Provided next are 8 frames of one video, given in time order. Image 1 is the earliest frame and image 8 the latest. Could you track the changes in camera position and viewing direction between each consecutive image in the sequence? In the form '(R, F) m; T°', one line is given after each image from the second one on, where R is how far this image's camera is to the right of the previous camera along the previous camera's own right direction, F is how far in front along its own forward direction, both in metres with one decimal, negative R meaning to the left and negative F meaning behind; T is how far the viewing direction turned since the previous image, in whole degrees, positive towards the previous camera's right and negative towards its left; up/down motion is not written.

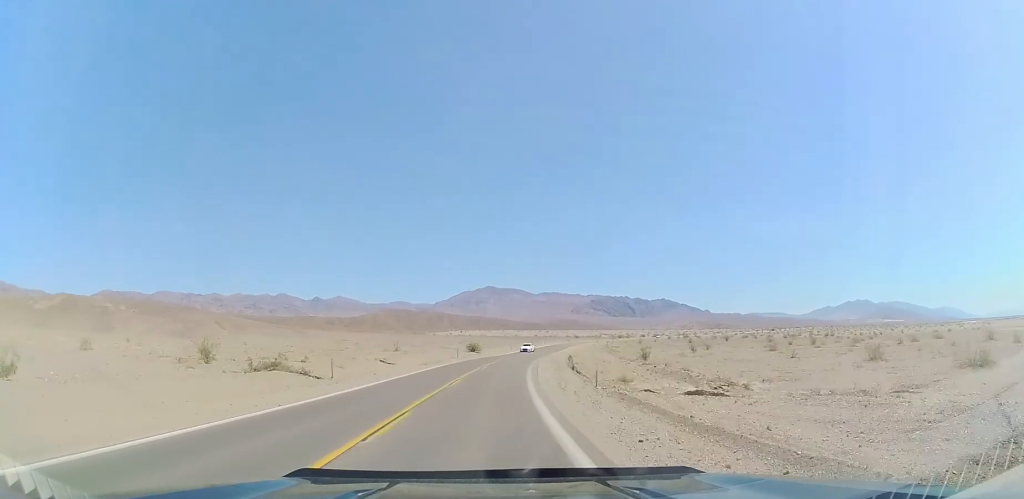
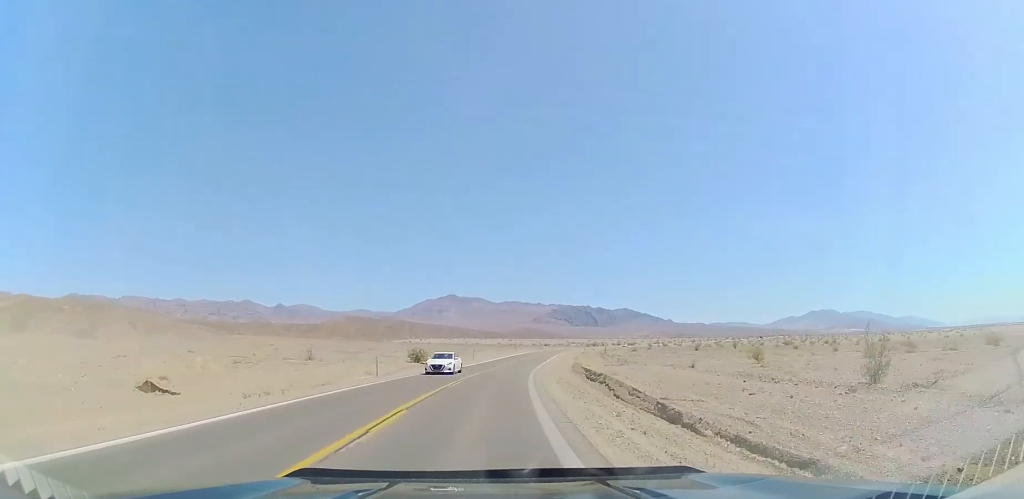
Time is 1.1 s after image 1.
(+0.4, +29.0) m; +3°
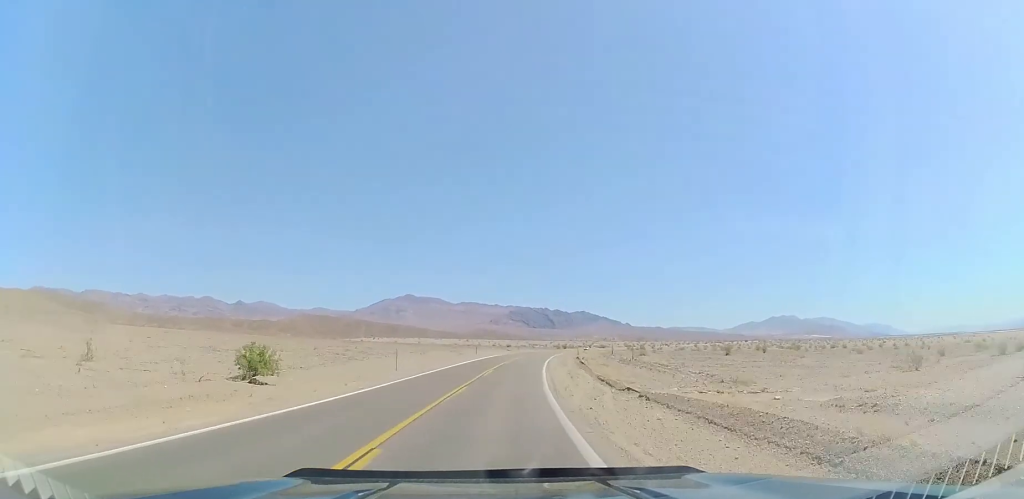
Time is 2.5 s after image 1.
(+1.9, +34.3) m; +5°
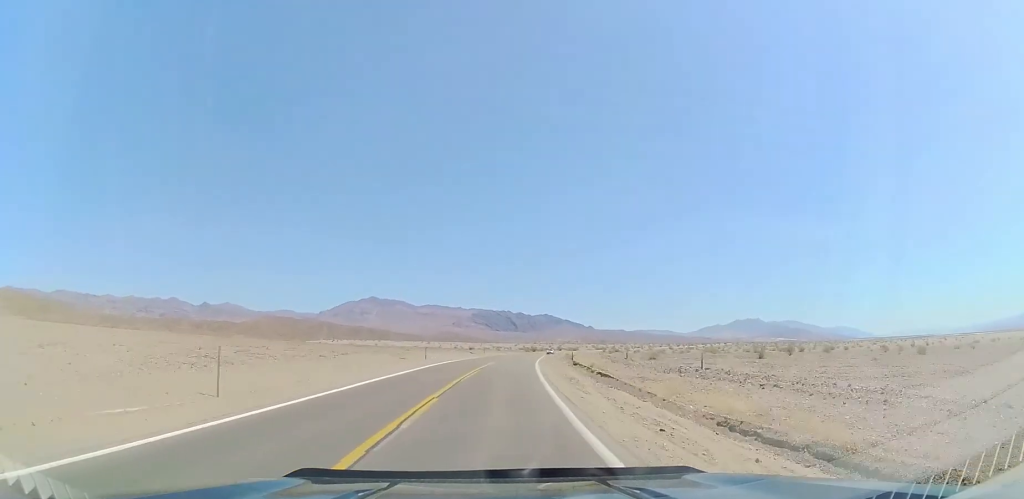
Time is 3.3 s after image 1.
(+0.5, +21.6) m; +3°
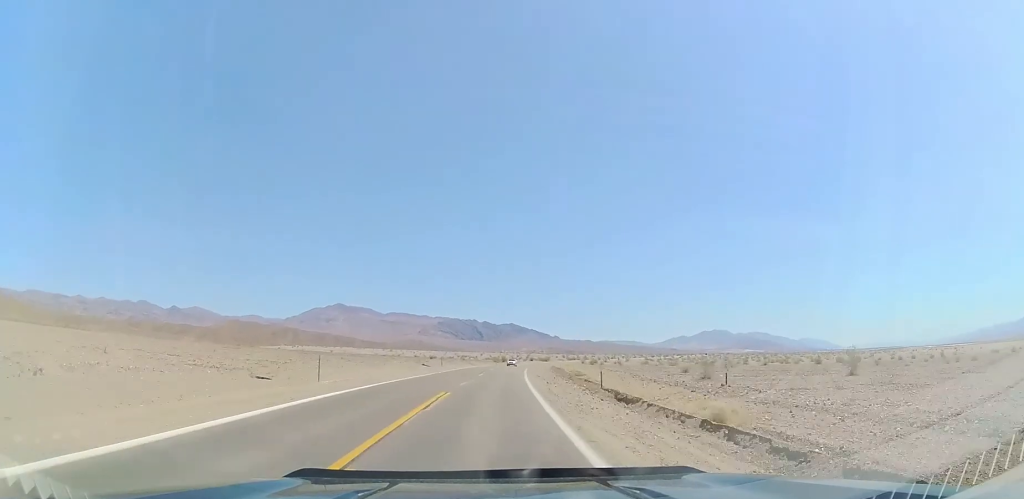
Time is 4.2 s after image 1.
(+0.8, +24.2) m; +4°
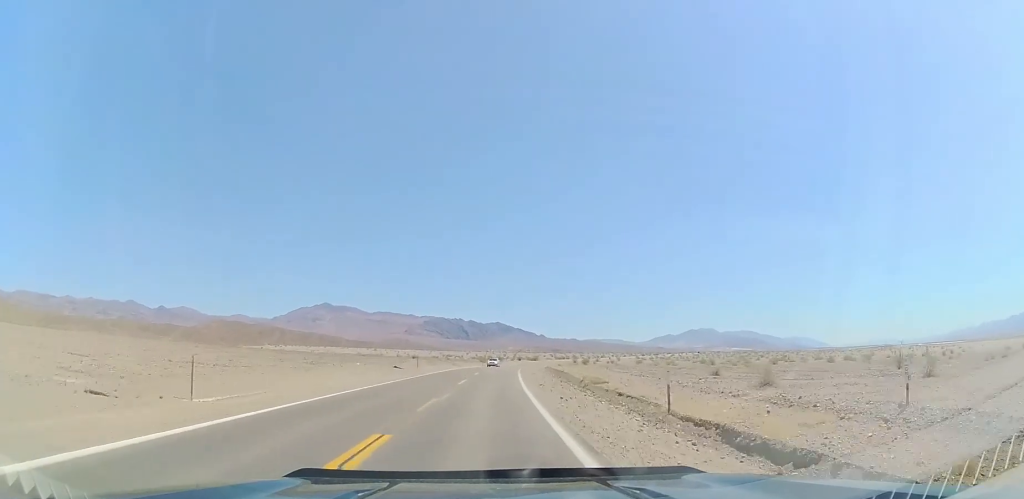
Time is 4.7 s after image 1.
(+0.2, +11.2) m; +2°
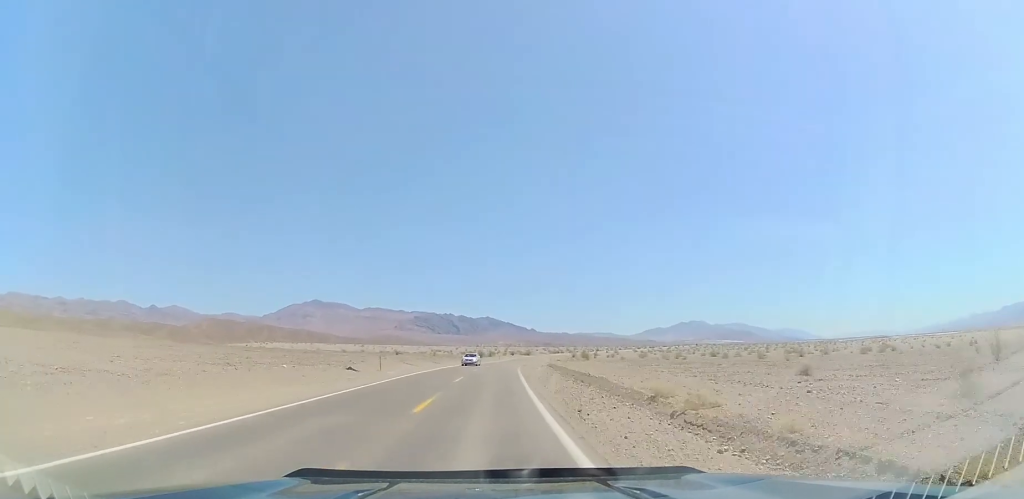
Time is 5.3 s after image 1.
(+0.3, +15.5) m; +2°
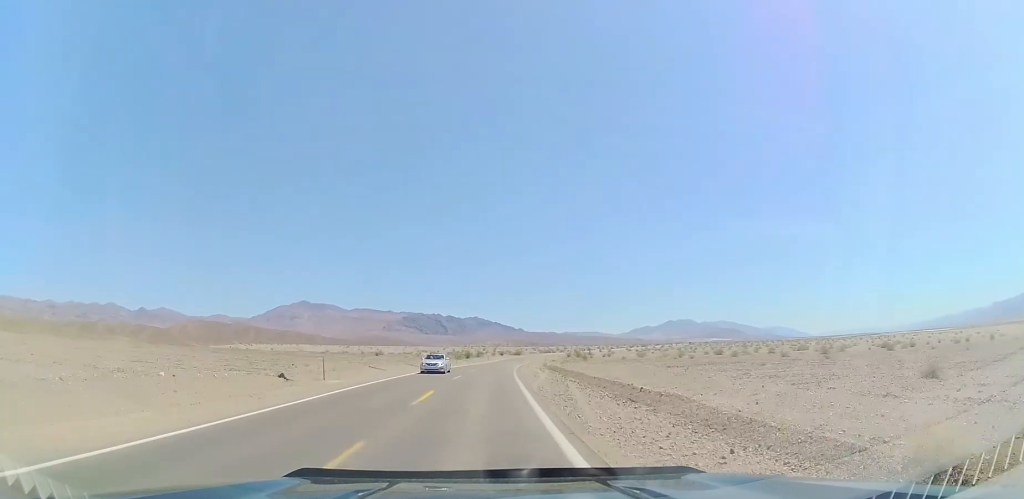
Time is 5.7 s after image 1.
(+0.1, +12.0) m; +2°
